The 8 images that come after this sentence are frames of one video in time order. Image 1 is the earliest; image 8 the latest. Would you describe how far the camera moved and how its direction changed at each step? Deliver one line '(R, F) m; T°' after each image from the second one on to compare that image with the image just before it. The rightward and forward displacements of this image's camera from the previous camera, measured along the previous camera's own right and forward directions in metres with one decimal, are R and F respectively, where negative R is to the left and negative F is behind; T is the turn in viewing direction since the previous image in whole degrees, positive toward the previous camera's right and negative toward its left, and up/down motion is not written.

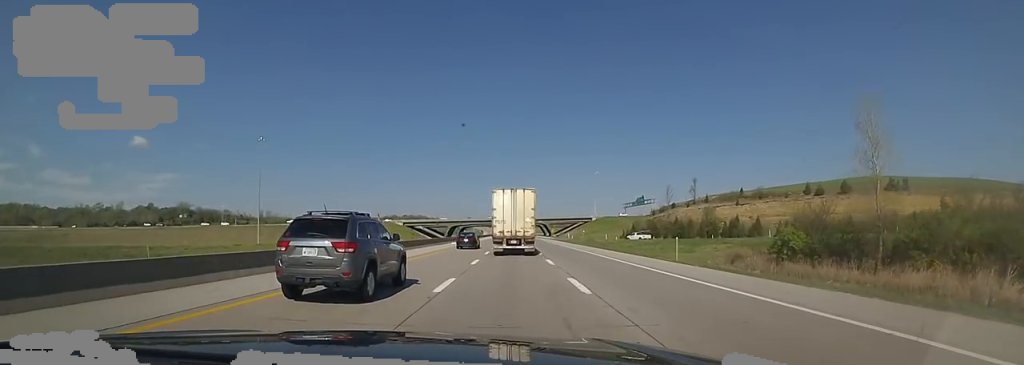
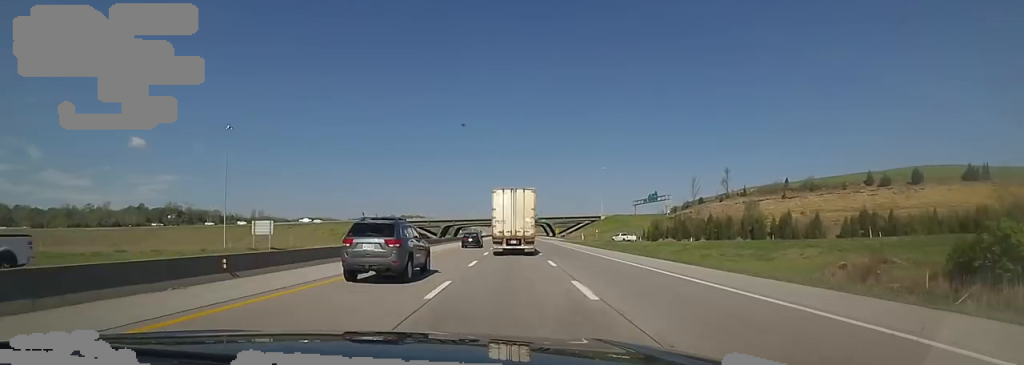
(0.0, +20.8) m; 0°
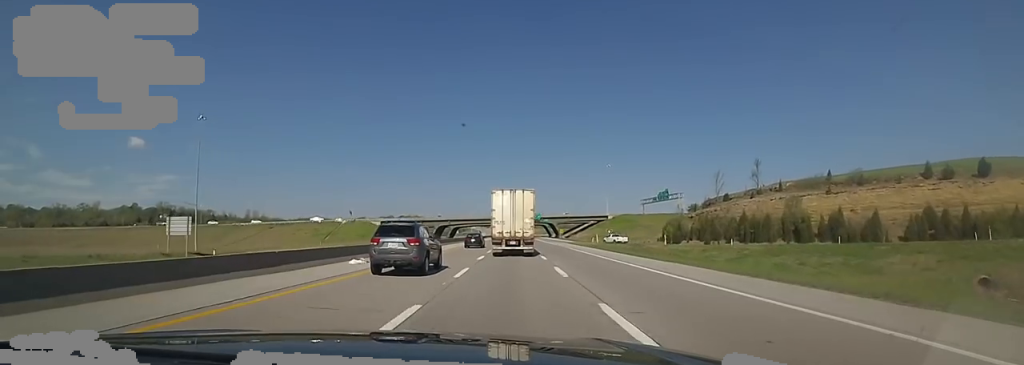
(0.0, +14.6) m; 0°
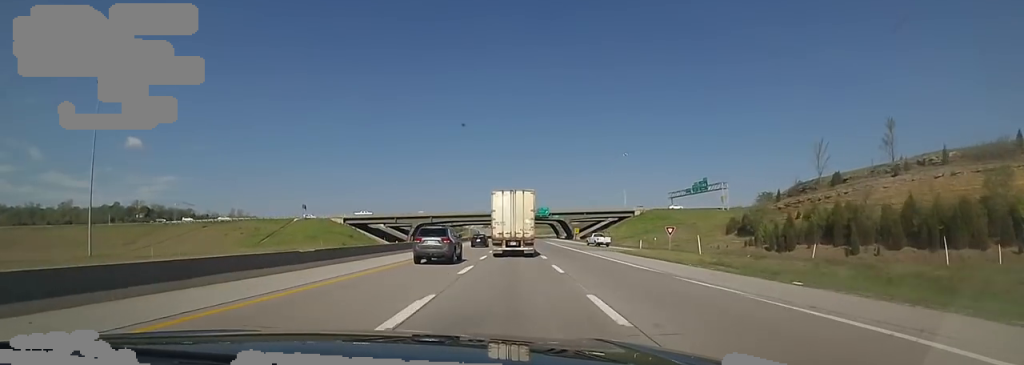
(0.0, +38.6) m; -3°
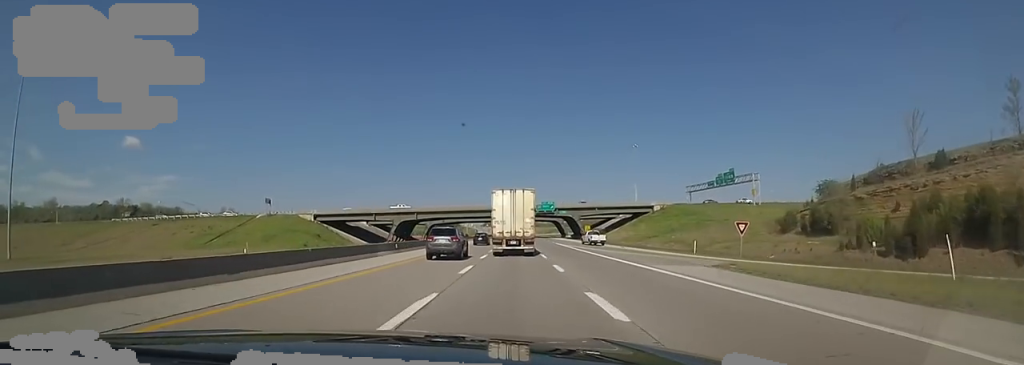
(-1.0, +20.0) m; 0°
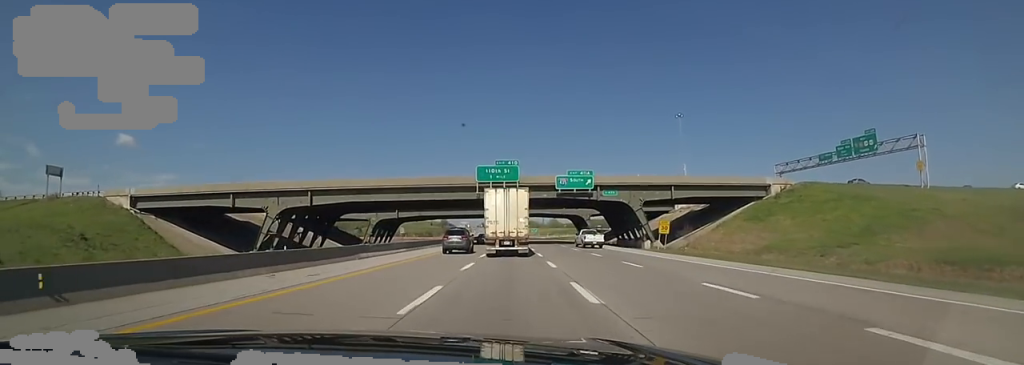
(+1.6, +58.2) m; +2°
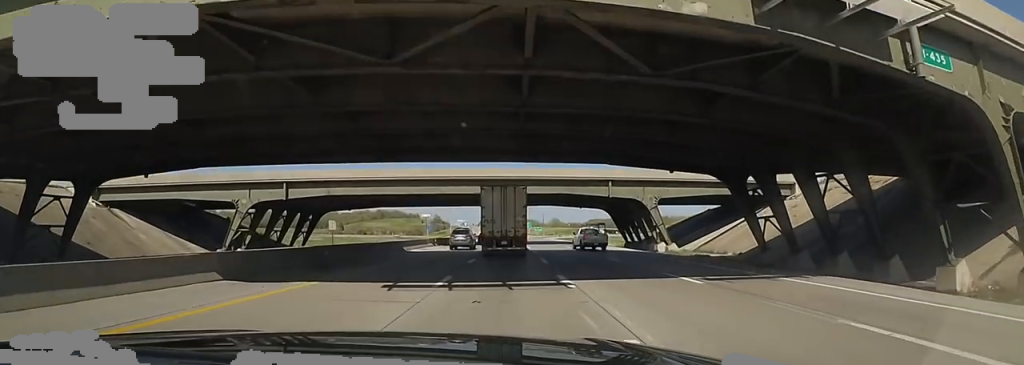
(+0.1, +46.9) m; 0°
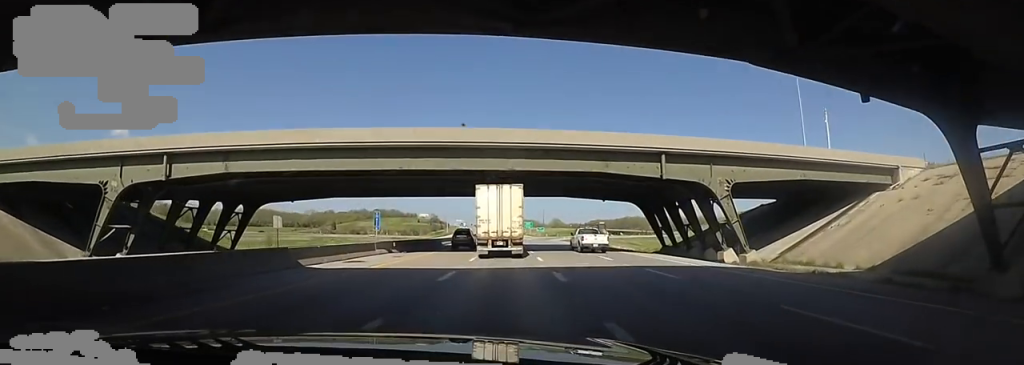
(0.0, +18.0) m; 0°
